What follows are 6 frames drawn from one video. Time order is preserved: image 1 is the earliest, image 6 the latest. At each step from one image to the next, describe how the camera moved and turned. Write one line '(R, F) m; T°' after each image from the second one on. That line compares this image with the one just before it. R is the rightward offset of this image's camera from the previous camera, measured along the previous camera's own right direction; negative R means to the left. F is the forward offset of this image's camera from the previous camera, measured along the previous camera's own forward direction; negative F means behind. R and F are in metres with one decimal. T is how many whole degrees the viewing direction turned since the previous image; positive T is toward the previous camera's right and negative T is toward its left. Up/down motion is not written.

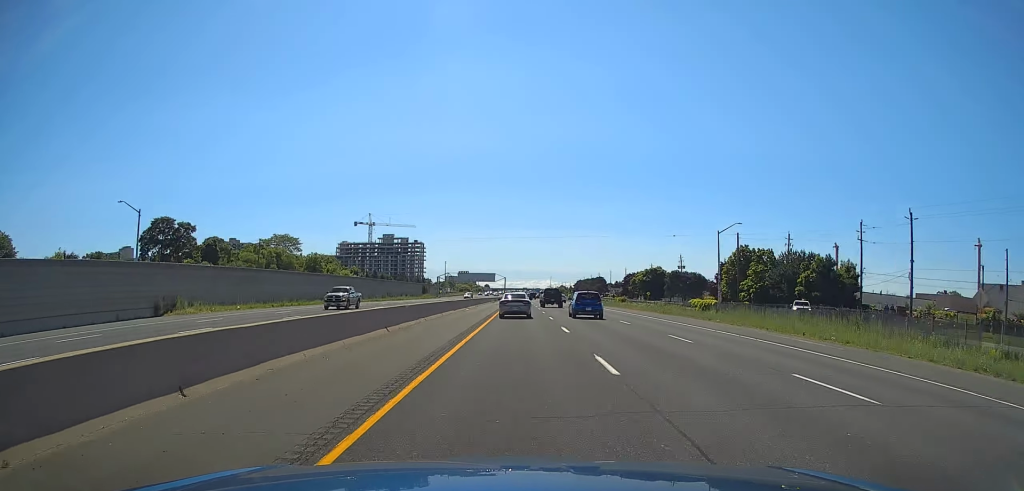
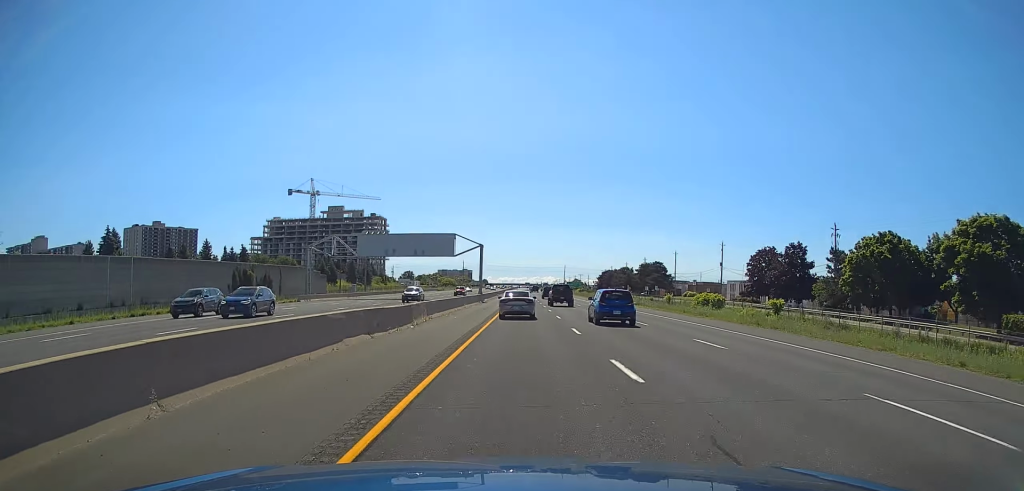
(-0.3, +146.0) m; 0°
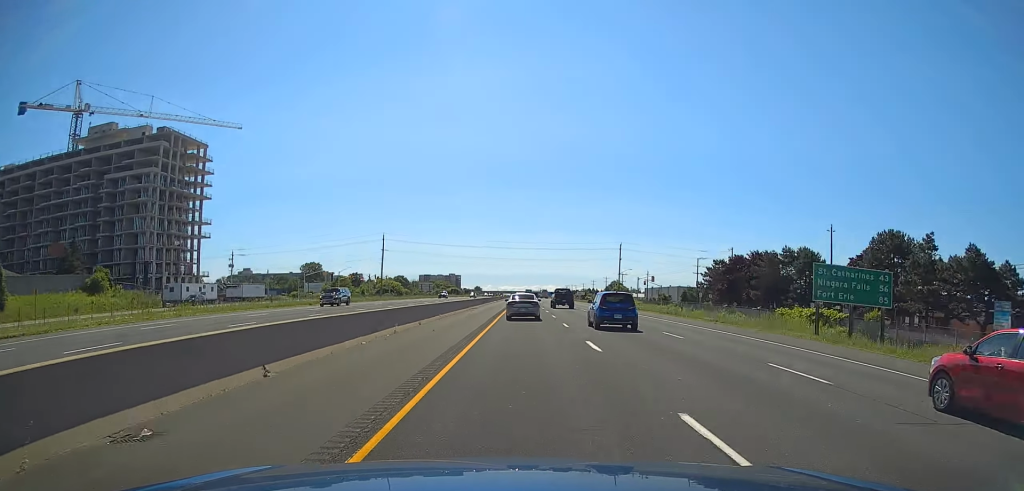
(+0.4, +215.1) m; +1°
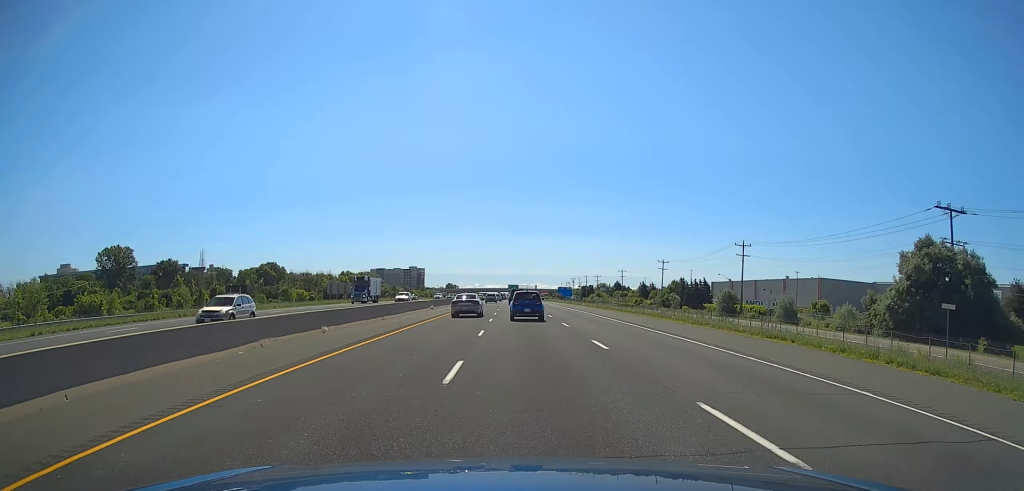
(+1.5, +239.7) m; 0°
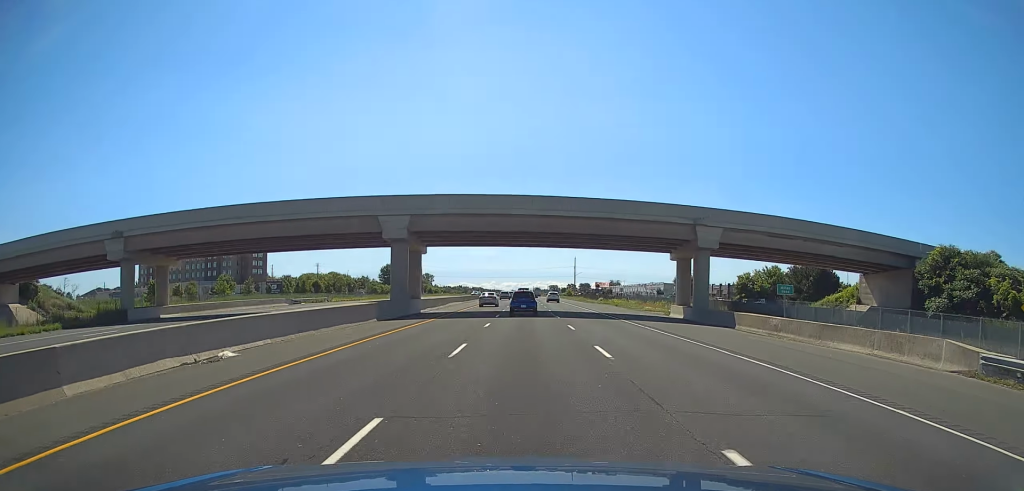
(-3.7, +490.1) m; -1°
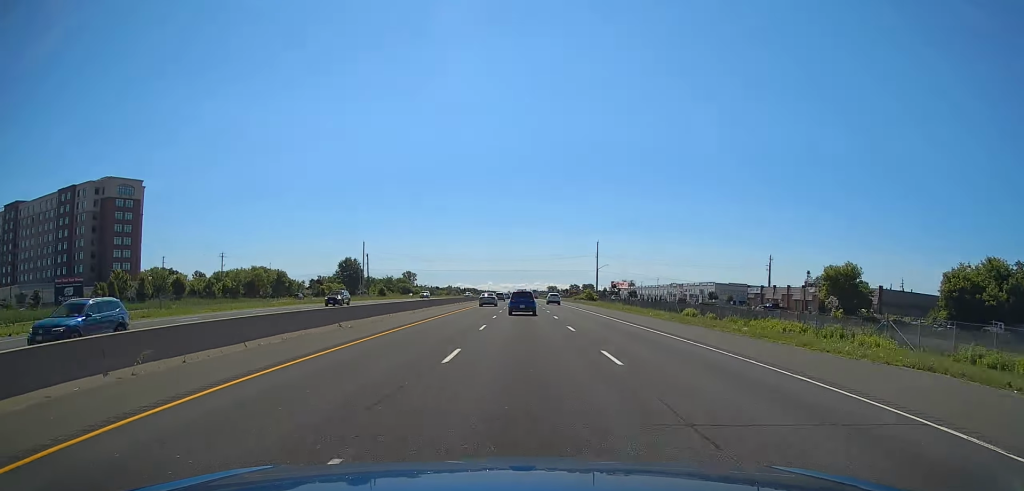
(-0.2, +84.7) m; 0°
